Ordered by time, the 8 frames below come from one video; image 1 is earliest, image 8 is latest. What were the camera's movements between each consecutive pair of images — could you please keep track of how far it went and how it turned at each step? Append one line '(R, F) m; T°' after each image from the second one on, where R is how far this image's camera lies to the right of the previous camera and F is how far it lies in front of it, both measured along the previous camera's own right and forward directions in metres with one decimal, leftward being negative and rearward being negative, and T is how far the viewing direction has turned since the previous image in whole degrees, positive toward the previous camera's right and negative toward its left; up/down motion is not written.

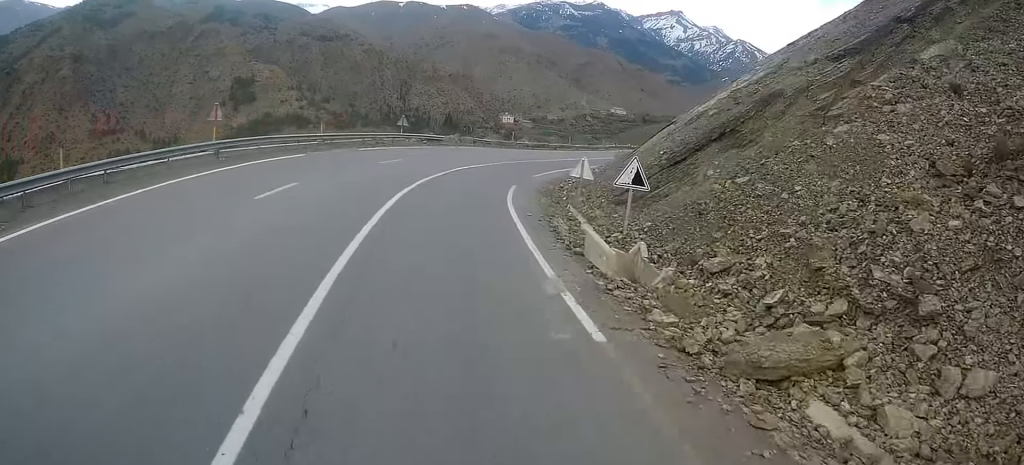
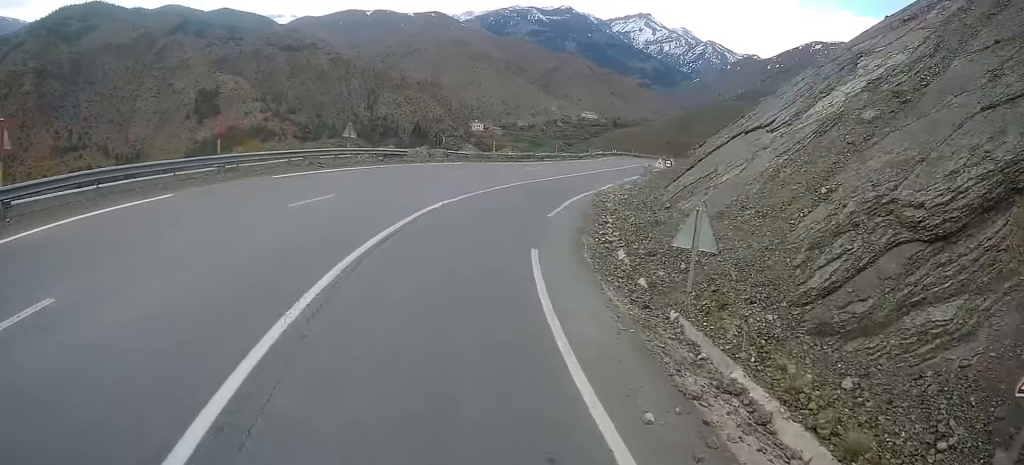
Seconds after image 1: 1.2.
(-0.2, +12.3) m; +1°
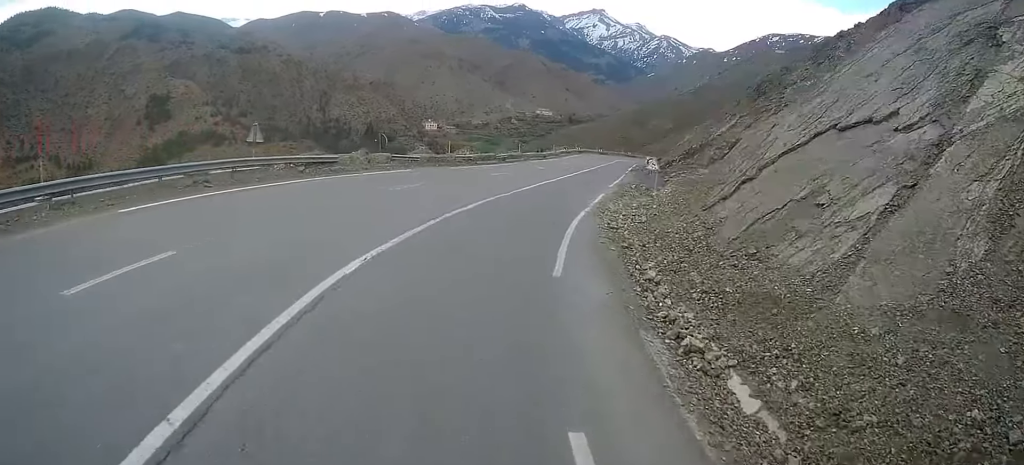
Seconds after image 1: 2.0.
(+0.4, +8.7) m; +5°
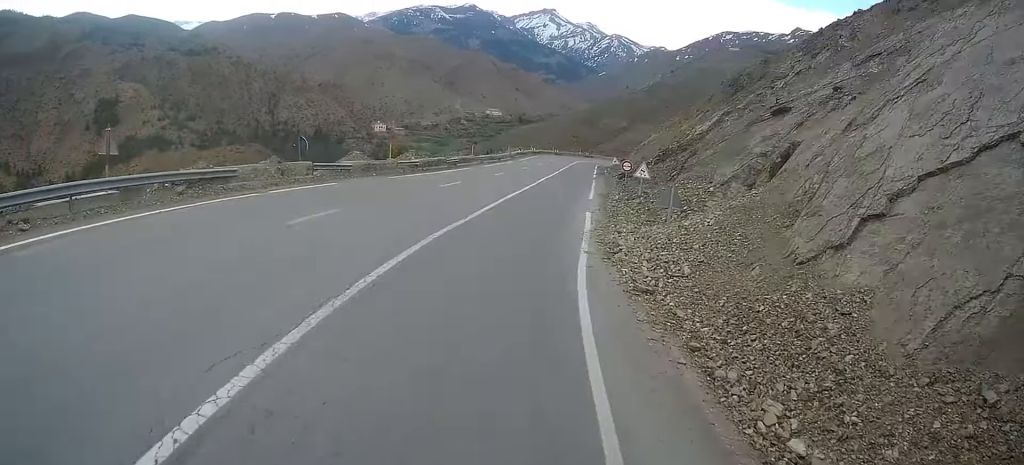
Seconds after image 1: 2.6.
(+0.3, +7.5) m; +5°
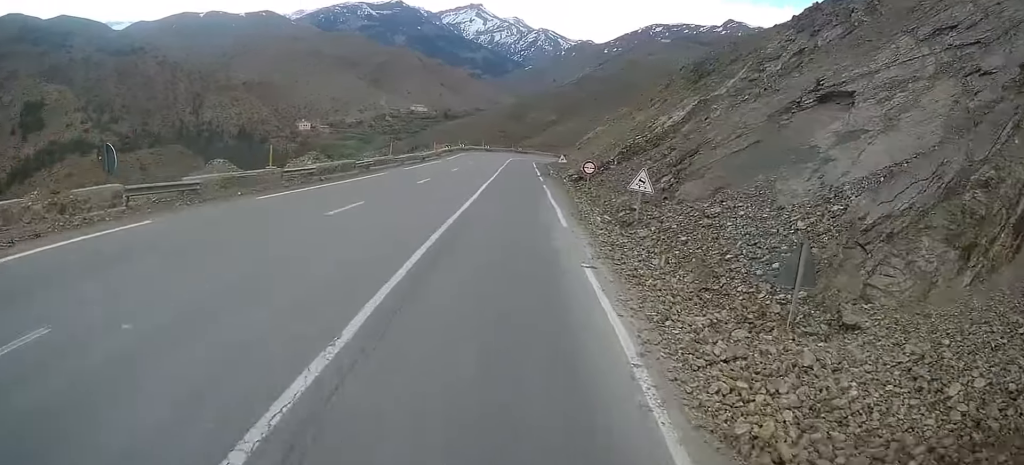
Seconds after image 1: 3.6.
(+0.7, +10.7) m; +6°
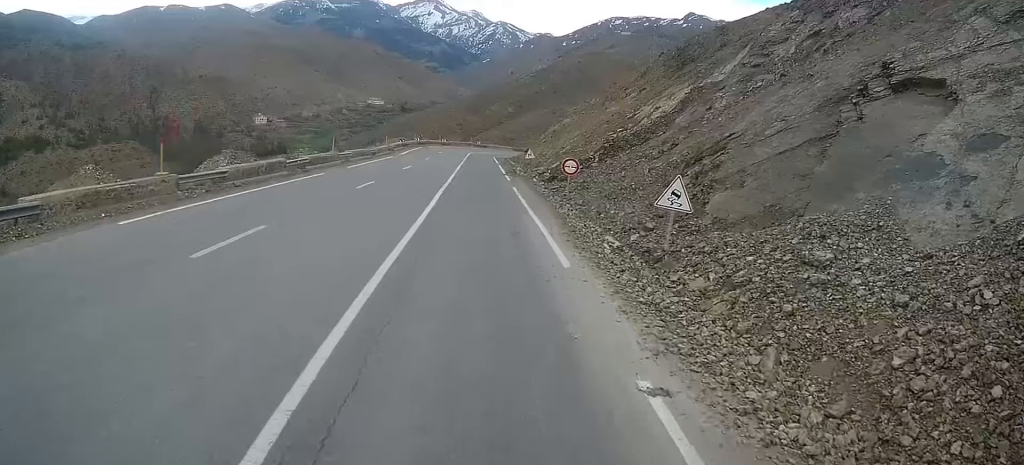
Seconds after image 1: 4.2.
(+0.3, +6.7) m; +2°
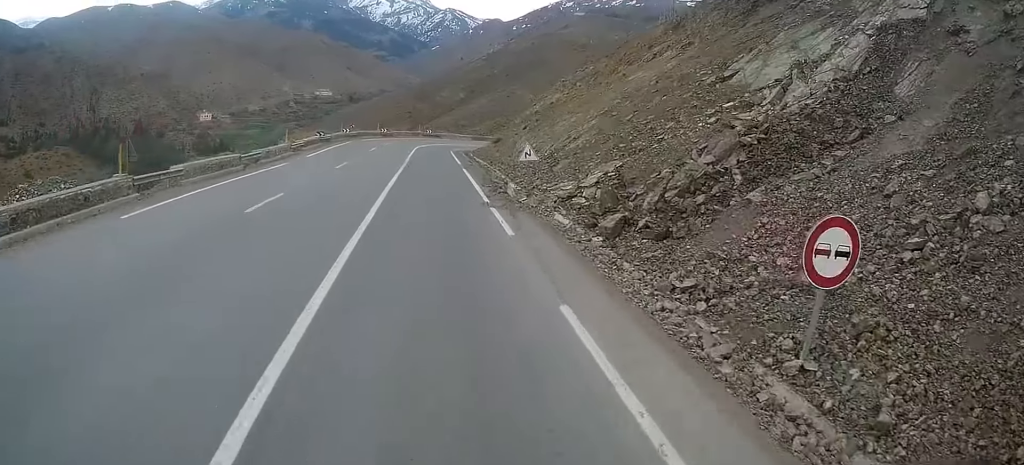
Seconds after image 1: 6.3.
(+1.0, +23.6) m; +4°
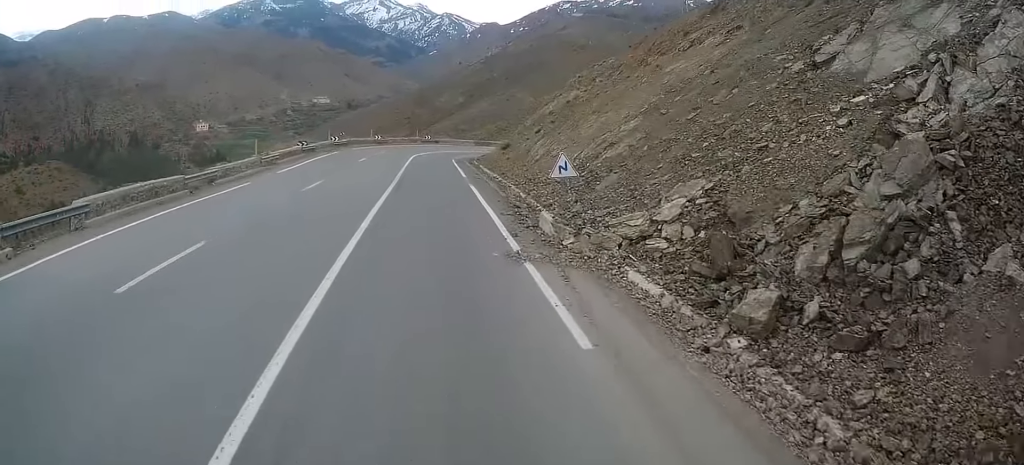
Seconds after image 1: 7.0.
(-0.2, +7.6) m; 0°
